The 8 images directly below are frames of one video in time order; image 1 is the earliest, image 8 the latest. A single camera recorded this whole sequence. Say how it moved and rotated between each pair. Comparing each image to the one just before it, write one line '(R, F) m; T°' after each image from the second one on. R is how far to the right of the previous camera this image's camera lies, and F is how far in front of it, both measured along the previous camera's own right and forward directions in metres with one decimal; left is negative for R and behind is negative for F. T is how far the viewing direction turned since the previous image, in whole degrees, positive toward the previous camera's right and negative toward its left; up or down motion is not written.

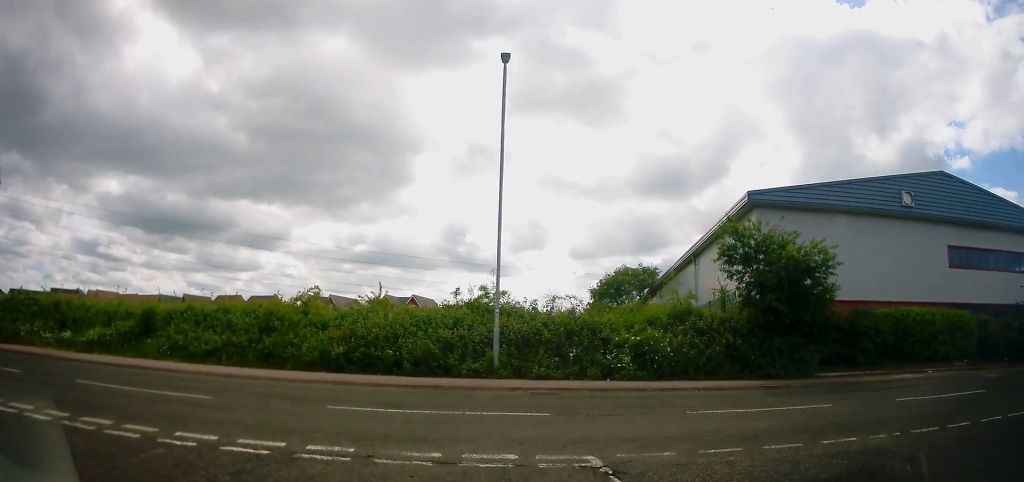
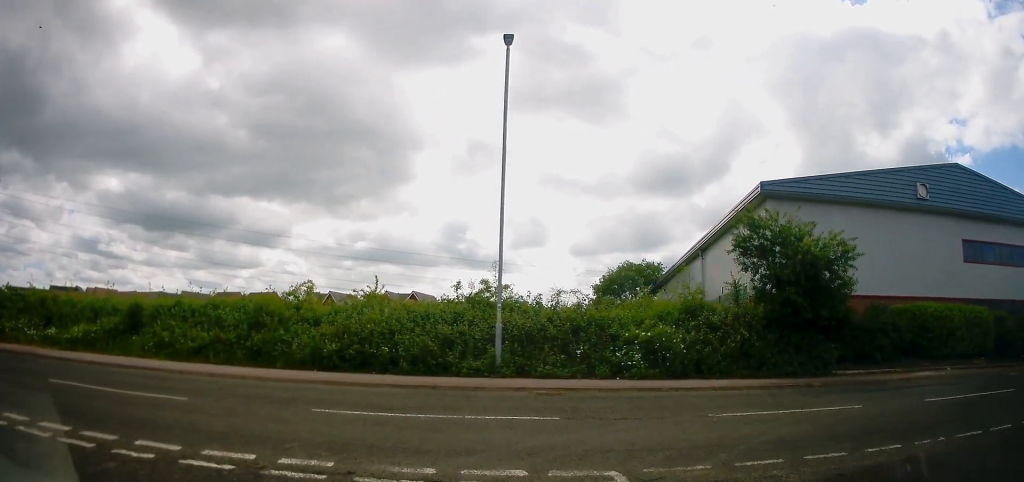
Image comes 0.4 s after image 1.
(+0.1, +1.0) m; +2°
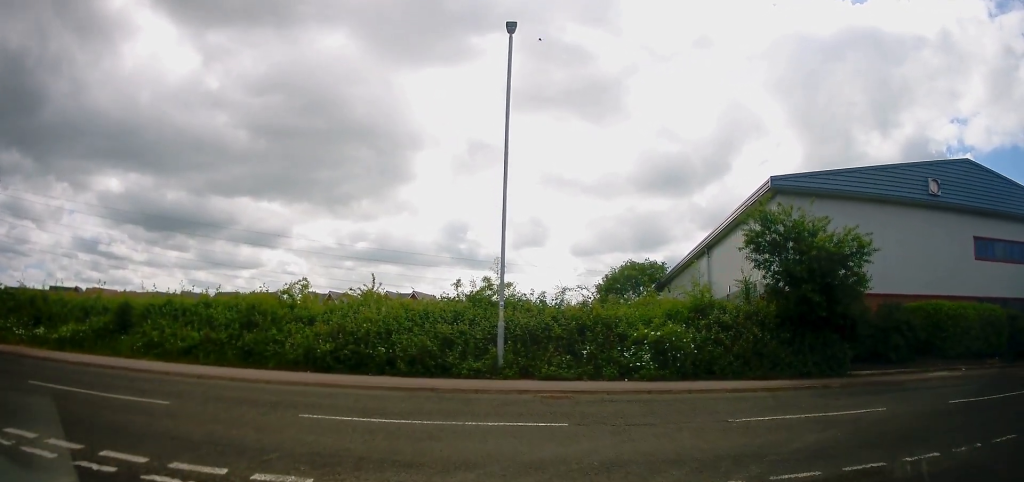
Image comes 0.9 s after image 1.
(+0.2, +1.0) m; +3°
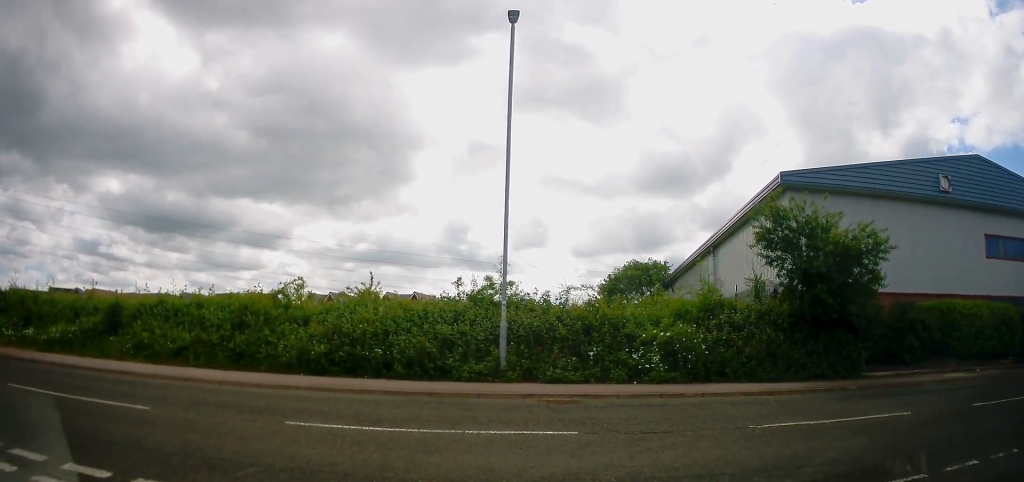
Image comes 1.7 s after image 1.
(-0.1, +0.9) m; +1°
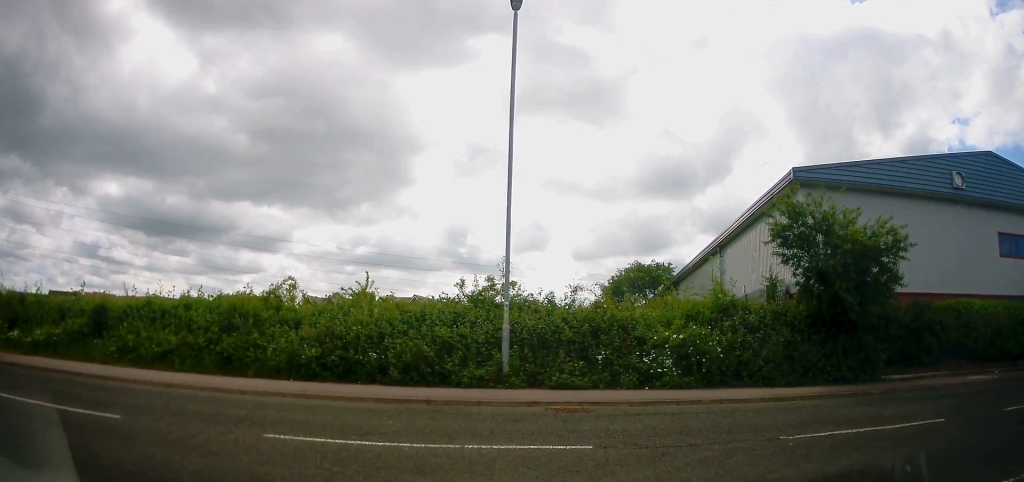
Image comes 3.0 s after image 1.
(-0.2, +1.0) m; 0°
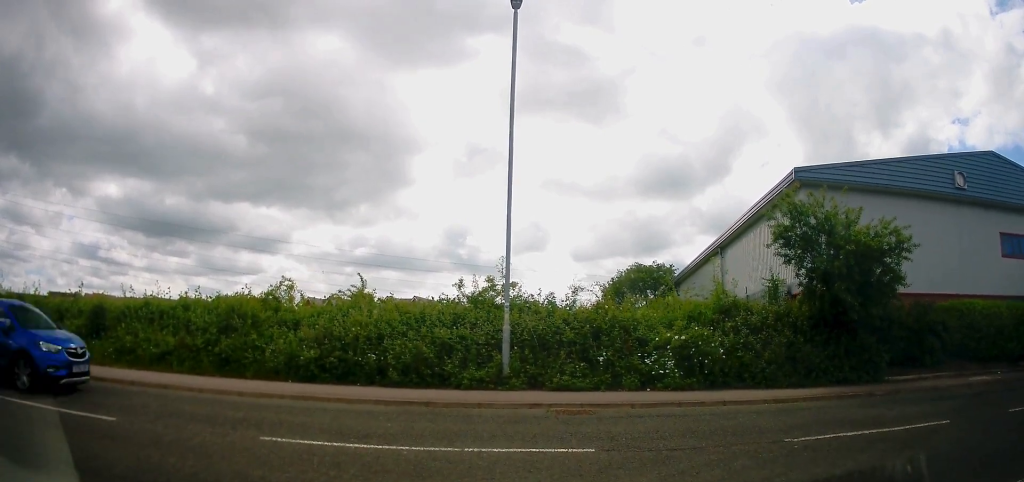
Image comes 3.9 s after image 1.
(-0.1, +0.3) m; 0°
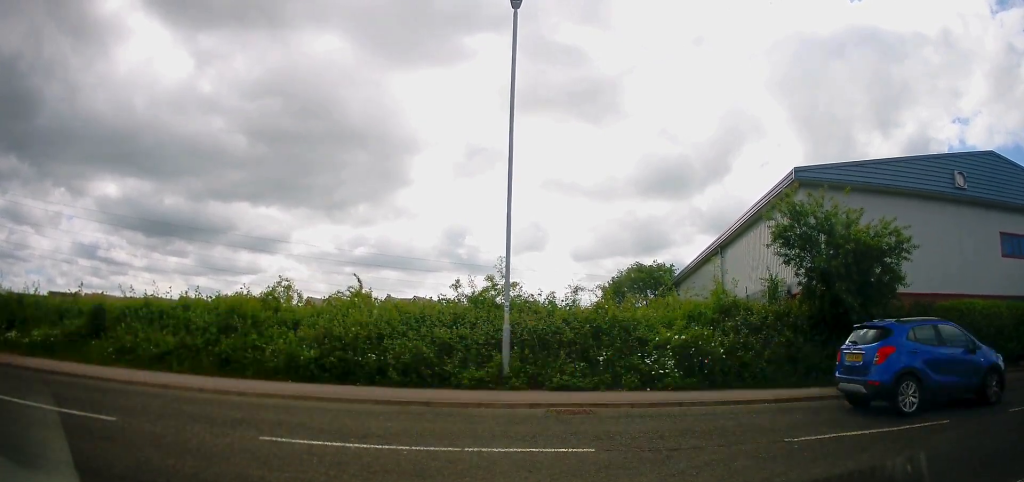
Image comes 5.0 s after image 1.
(0.0, +0.1) m; 0°
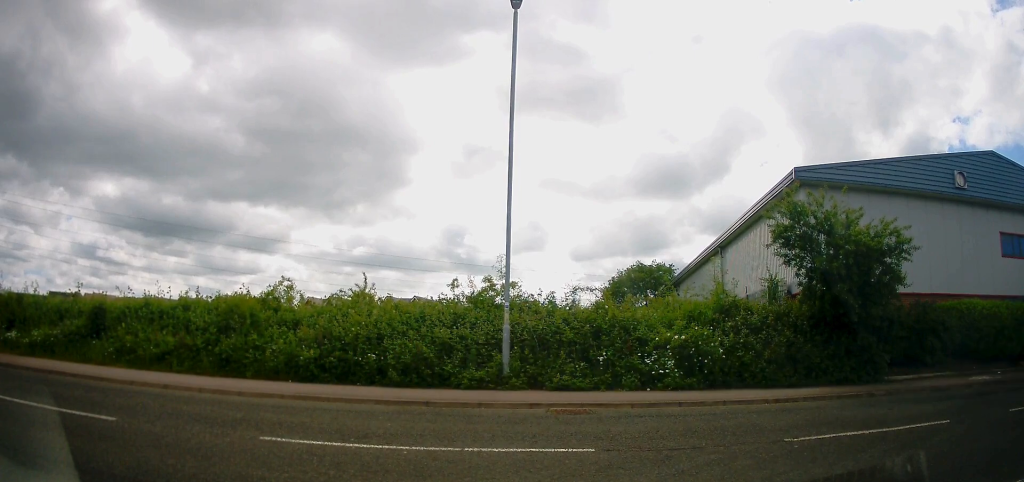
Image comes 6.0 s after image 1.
(0.0, 0.0) m; 0°
